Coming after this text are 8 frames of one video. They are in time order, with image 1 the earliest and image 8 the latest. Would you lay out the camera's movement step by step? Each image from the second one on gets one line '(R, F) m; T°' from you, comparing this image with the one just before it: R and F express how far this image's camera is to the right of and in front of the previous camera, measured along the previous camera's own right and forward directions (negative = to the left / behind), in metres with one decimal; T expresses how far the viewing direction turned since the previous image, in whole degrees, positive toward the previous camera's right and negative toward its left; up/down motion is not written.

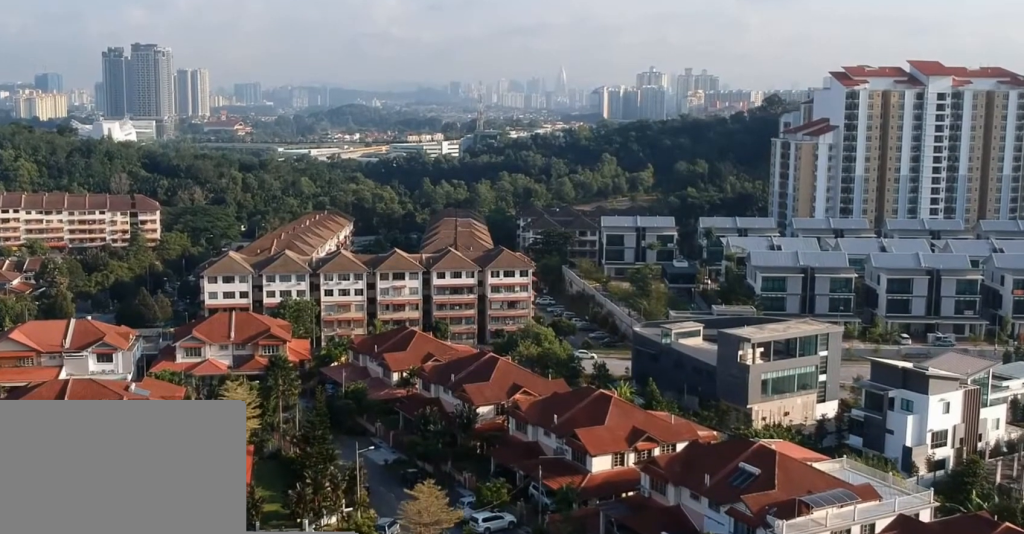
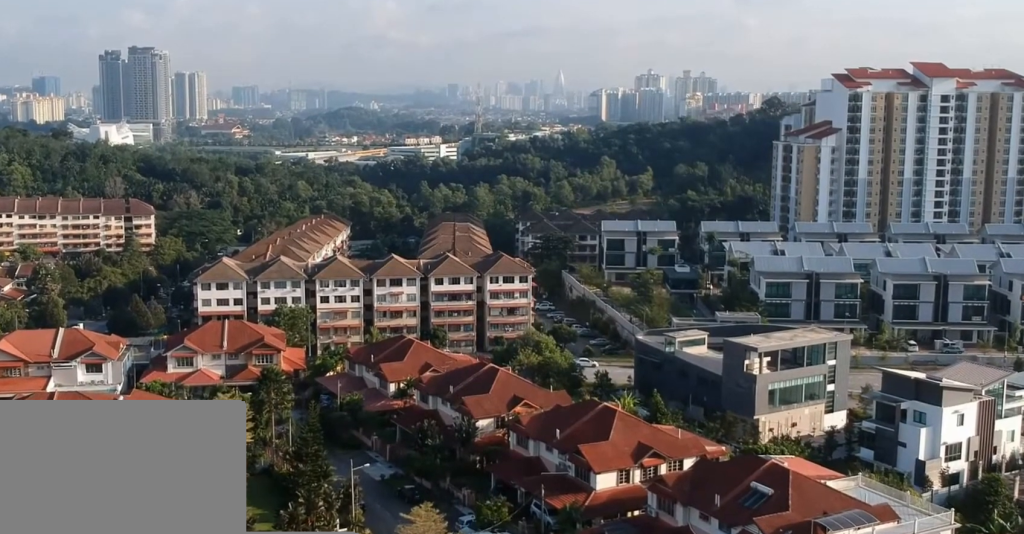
(0.0, +3.9) m; +1°
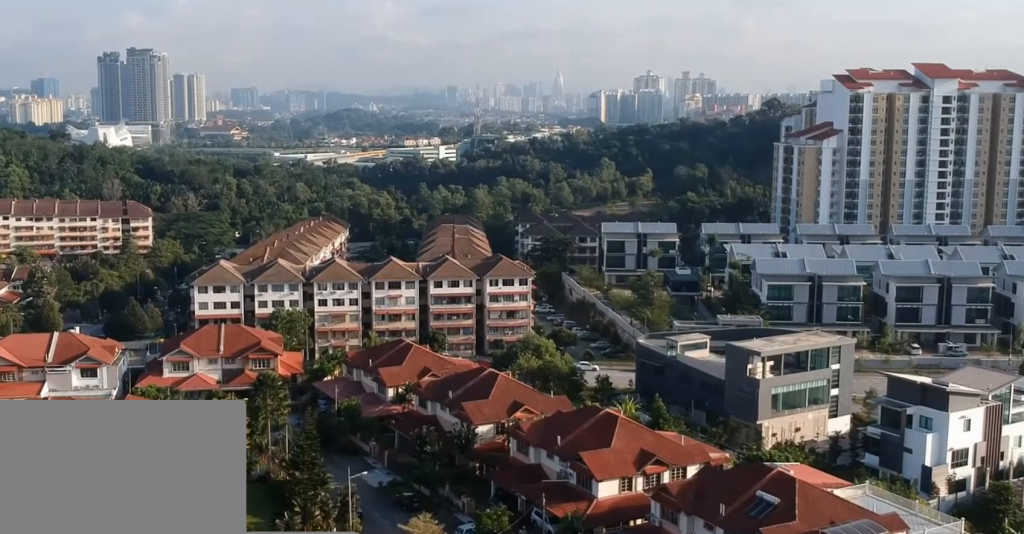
(0.0, +1.8) m; +1°
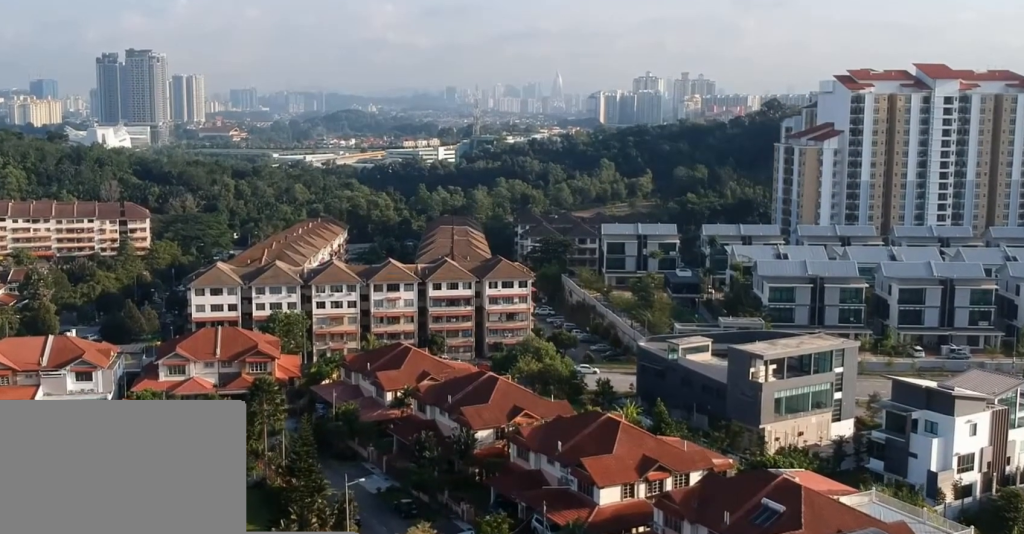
(0.0, +1.7) m; +1°
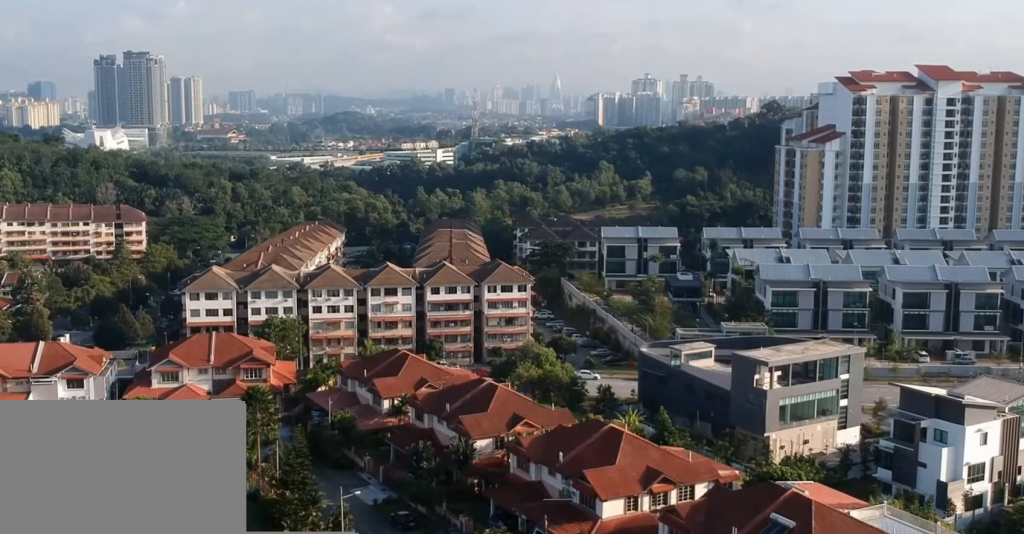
(0.0, +2.9) m; +2°
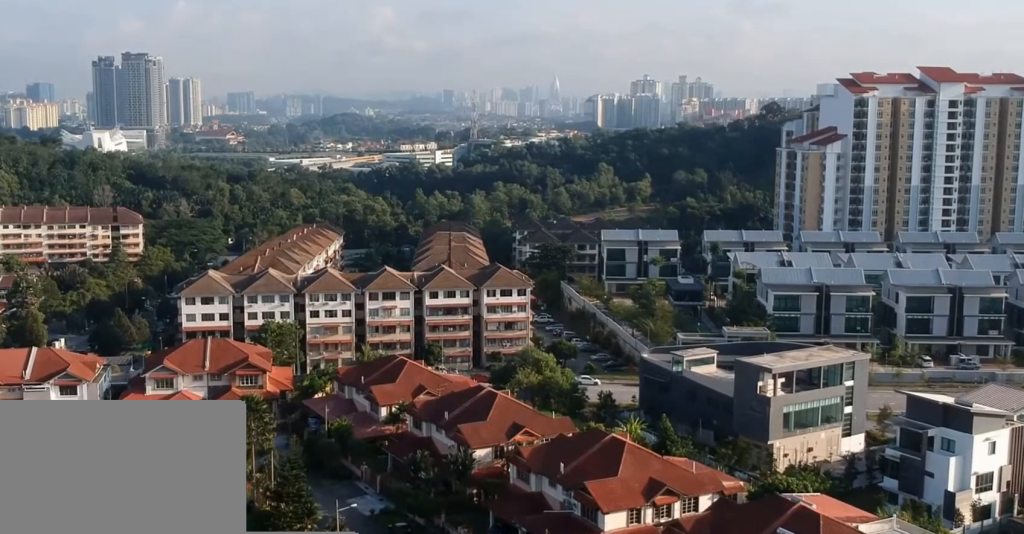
(0.0, +2.3) m; -1°
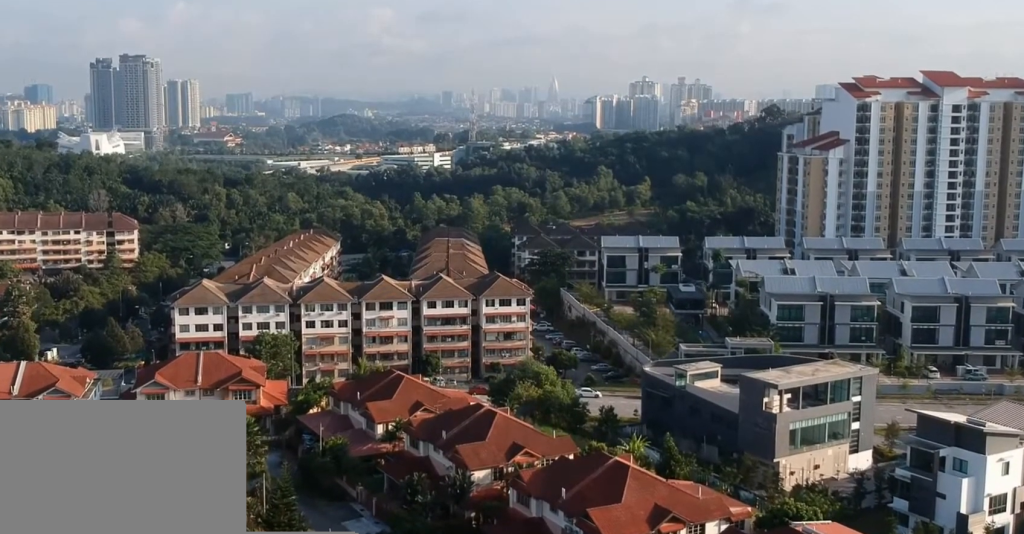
(-0.2, +3.7) m; -3°
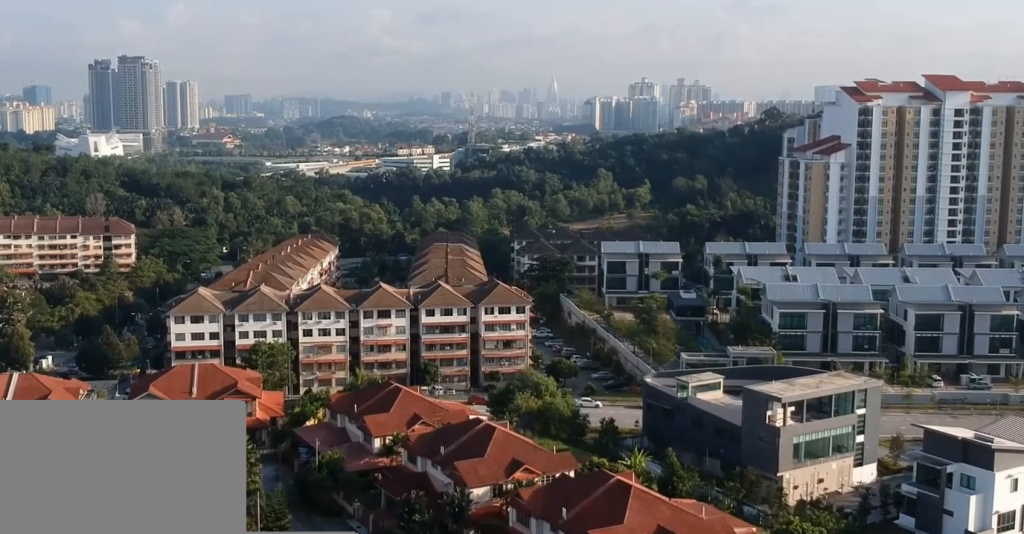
(0.0, +2.3) m; +1°
